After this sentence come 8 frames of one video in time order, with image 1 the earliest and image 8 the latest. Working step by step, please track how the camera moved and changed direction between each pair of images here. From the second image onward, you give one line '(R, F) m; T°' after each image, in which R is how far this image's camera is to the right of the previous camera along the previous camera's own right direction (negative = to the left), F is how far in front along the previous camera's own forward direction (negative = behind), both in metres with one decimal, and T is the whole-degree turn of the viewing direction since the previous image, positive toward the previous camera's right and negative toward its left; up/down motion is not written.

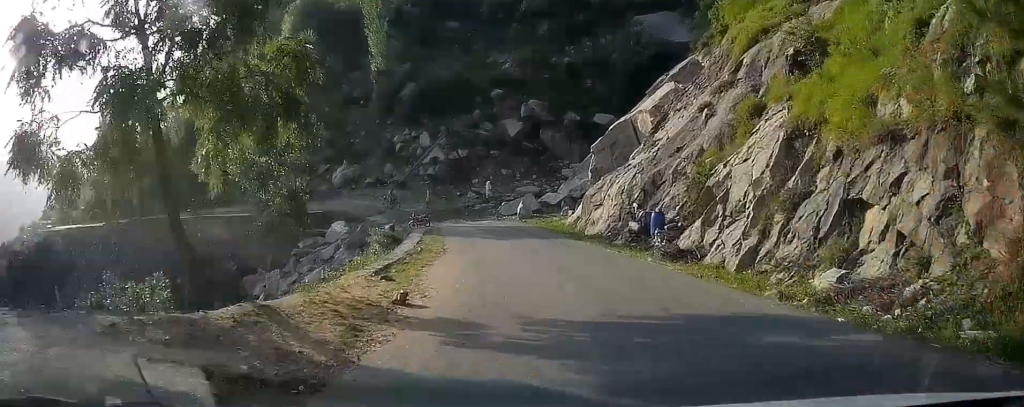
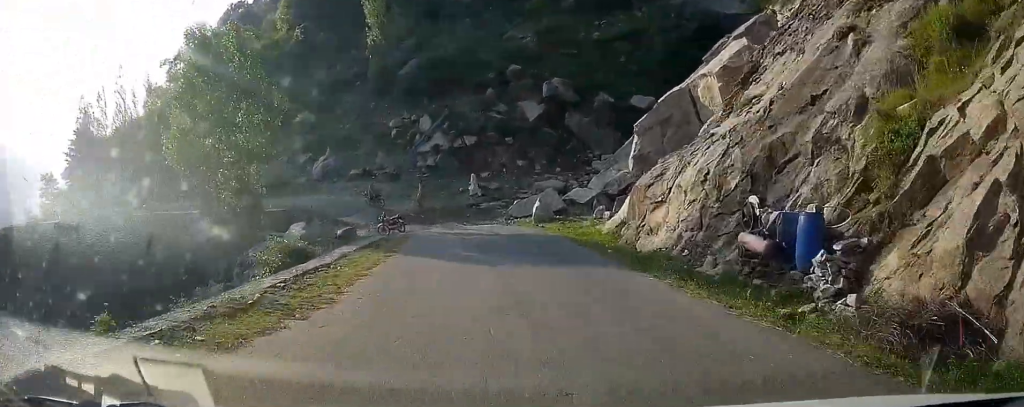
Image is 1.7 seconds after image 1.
(-0.2, +10.1) m; -3°
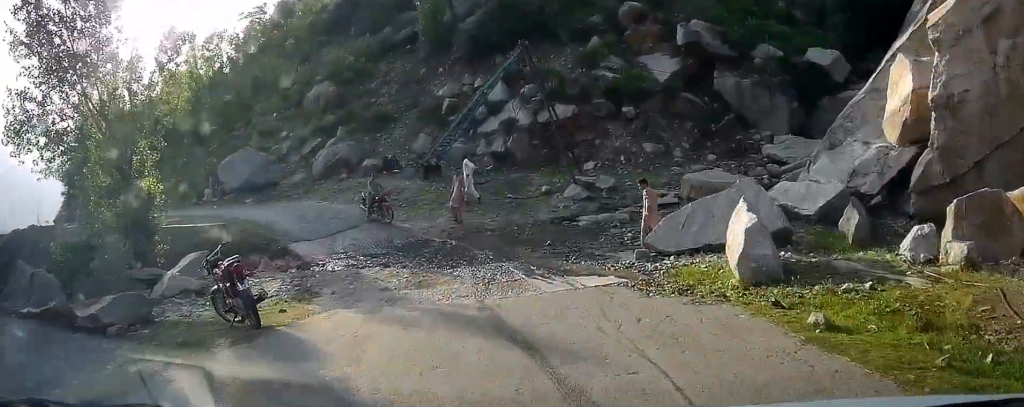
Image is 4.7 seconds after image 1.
(-1.3, +17.8) m; -8°
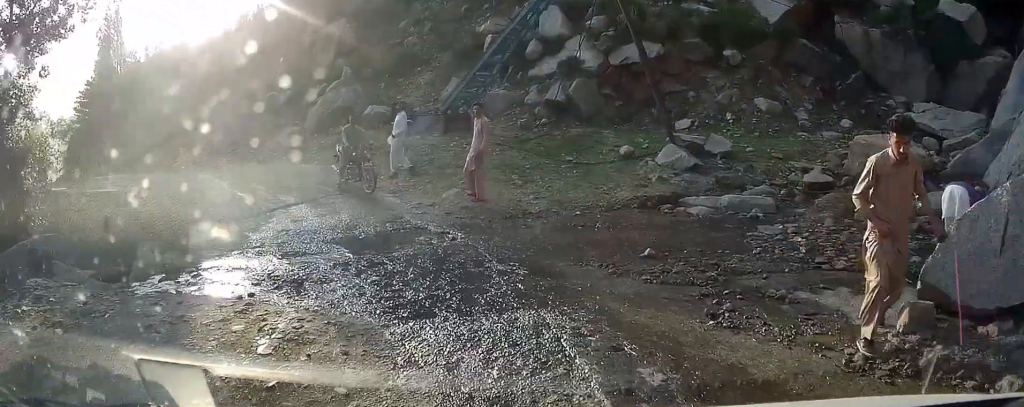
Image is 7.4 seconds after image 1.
(-0.4, +12.0) m; -2°
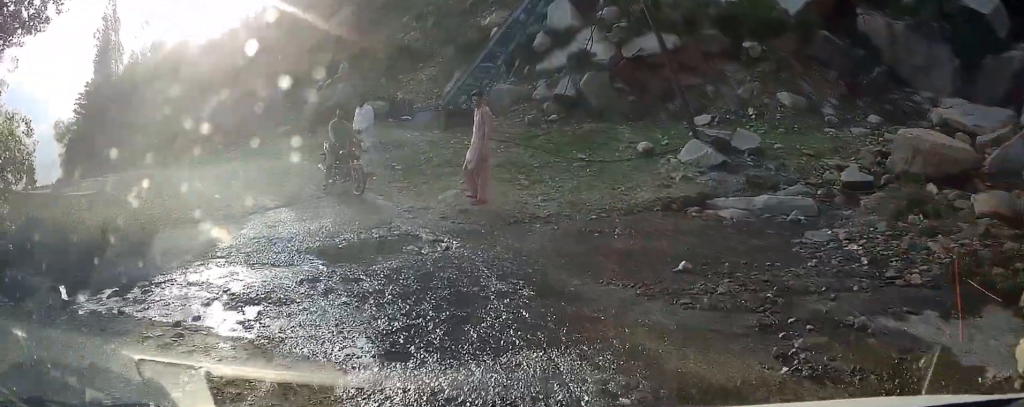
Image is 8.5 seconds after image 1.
(0.0, +2.6) m; -2°
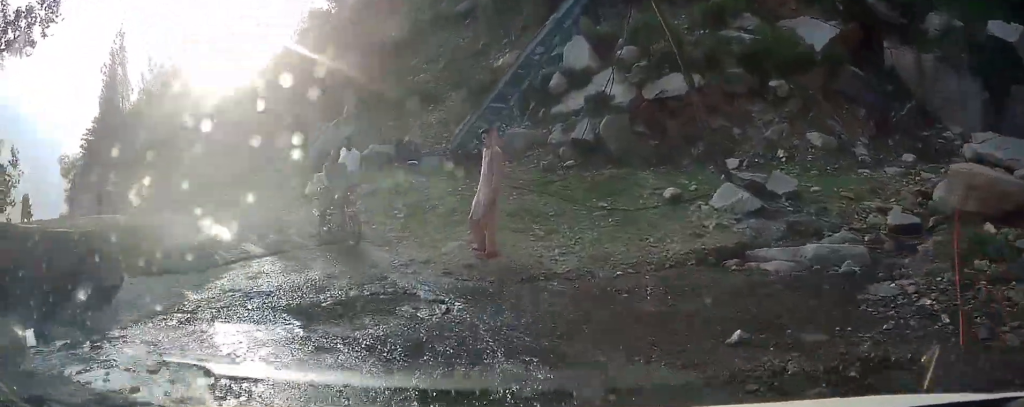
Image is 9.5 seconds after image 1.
(+0.1, +2.2) m; -3°
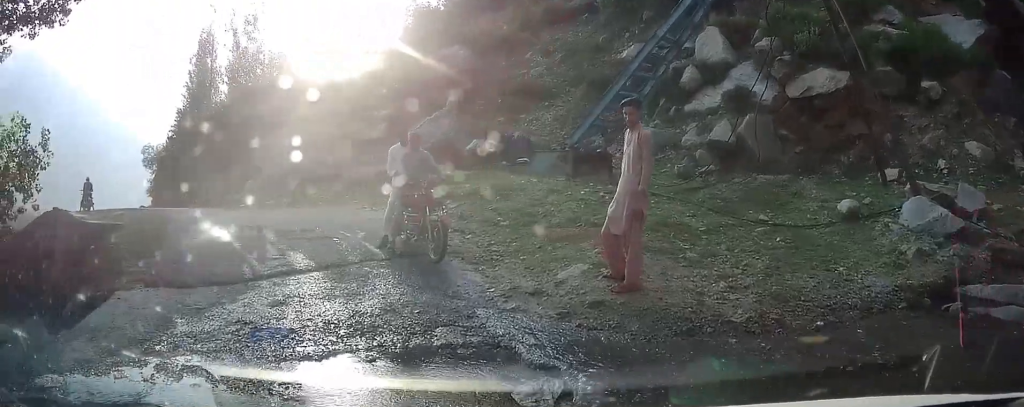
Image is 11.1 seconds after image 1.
(-0.3, +2.1) m; -18°
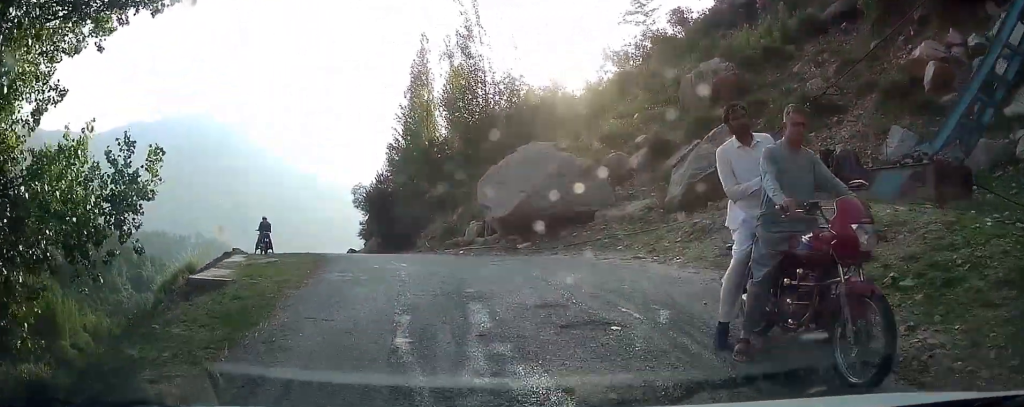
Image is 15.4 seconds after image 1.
(-1.2, +4.1) m; -26°
